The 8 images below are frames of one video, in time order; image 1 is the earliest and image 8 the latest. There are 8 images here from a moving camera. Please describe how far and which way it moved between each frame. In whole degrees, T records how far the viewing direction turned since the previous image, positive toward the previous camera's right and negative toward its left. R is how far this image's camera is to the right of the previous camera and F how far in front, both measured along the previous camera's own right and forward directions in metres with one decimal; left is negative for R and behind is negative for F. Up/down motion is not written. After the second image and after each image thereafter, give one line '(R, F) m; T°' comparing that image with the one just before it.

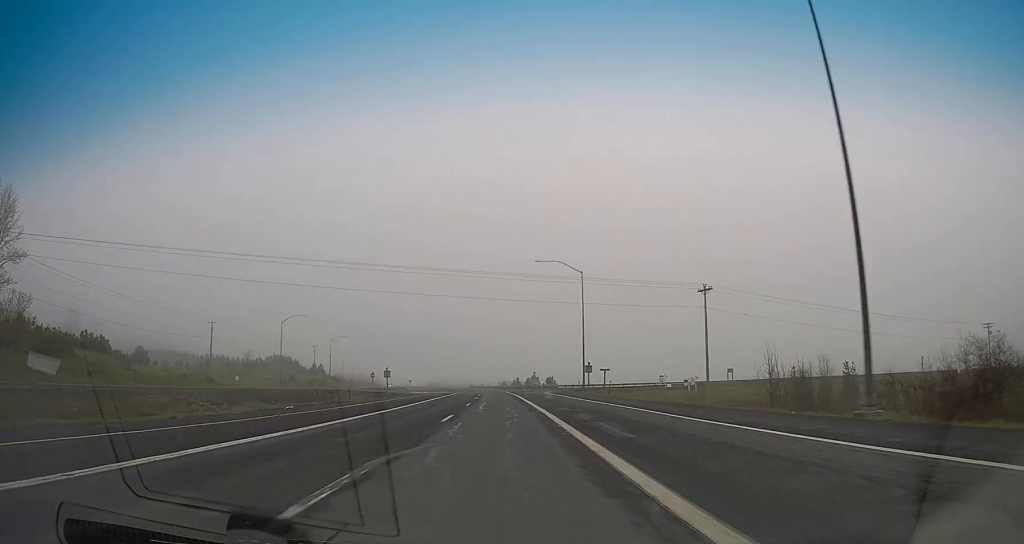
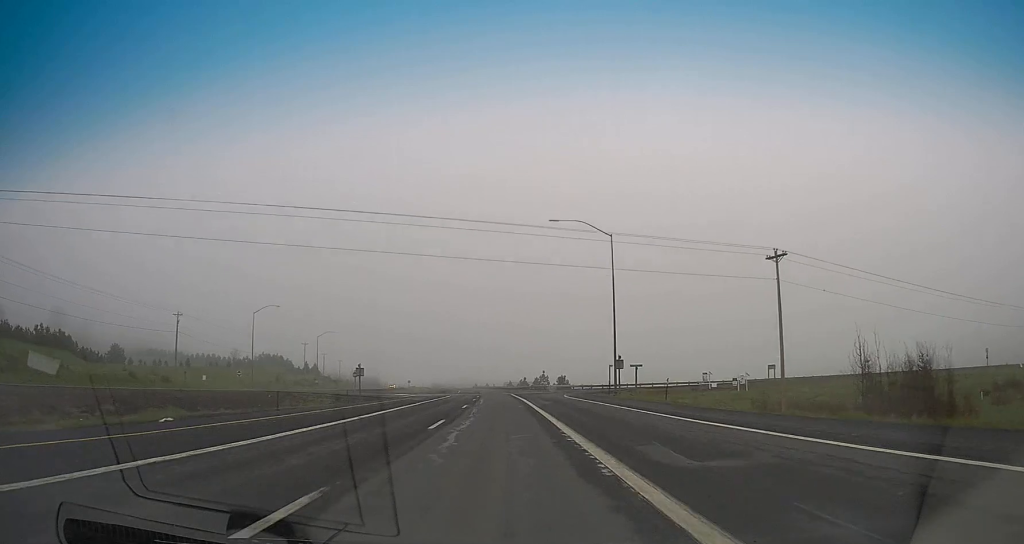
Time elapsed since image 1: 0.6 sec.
(-0.1, +18.5) m; 0°
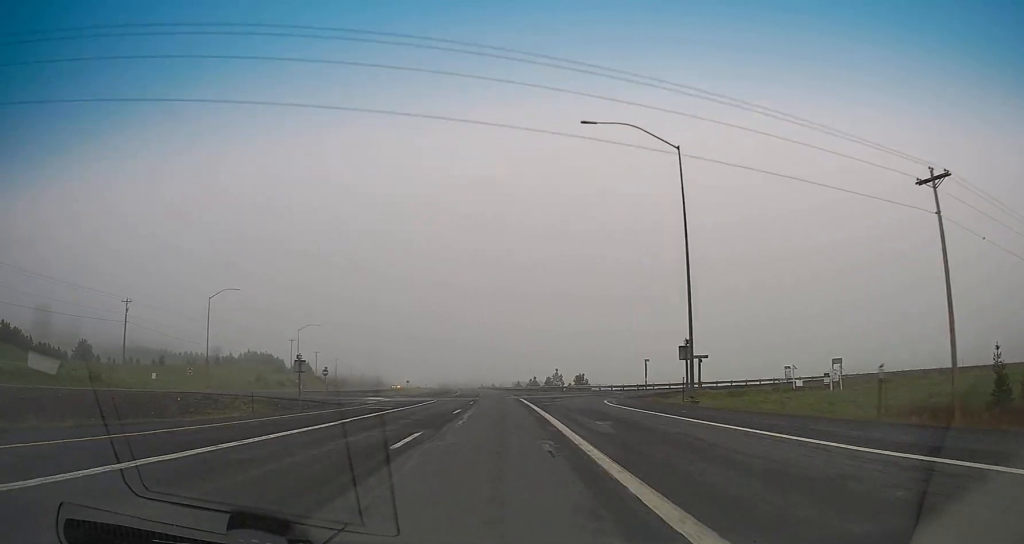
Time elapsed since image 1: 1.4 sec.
(0.0, +21.5) m; 0°
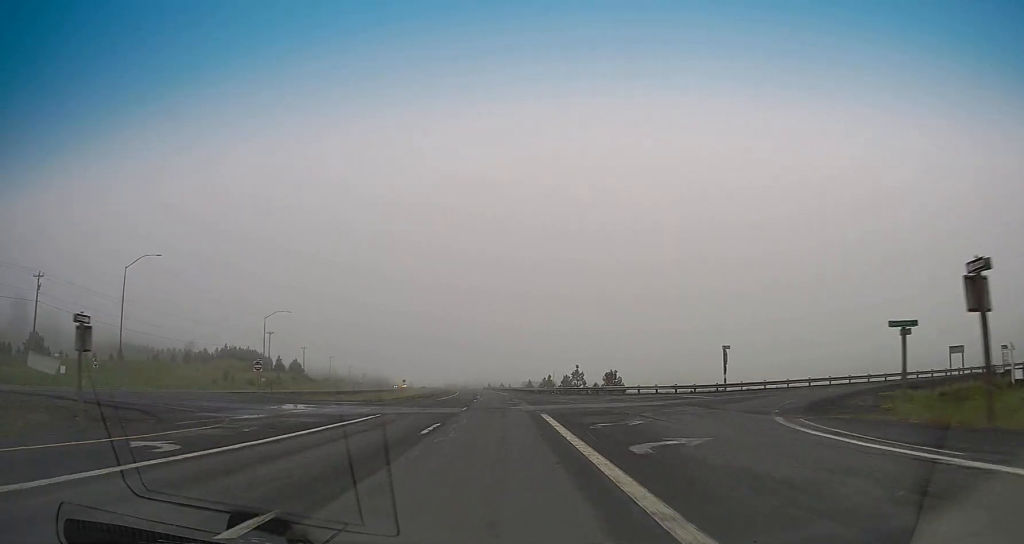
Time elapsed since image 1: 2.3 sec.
(-0.1, +26.4) m; 0°
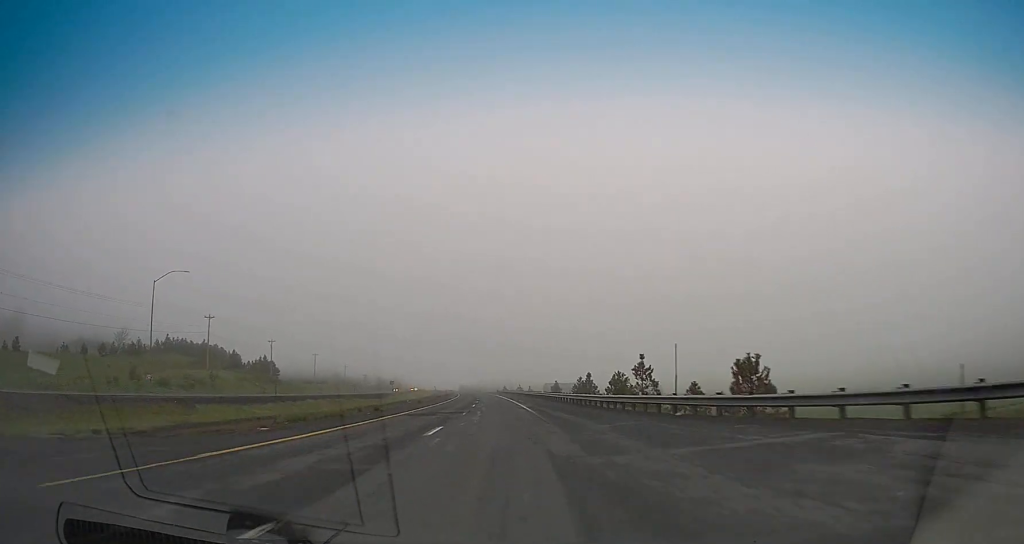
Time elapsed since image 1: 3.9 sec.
(-0.8, +47.0) m; -3°
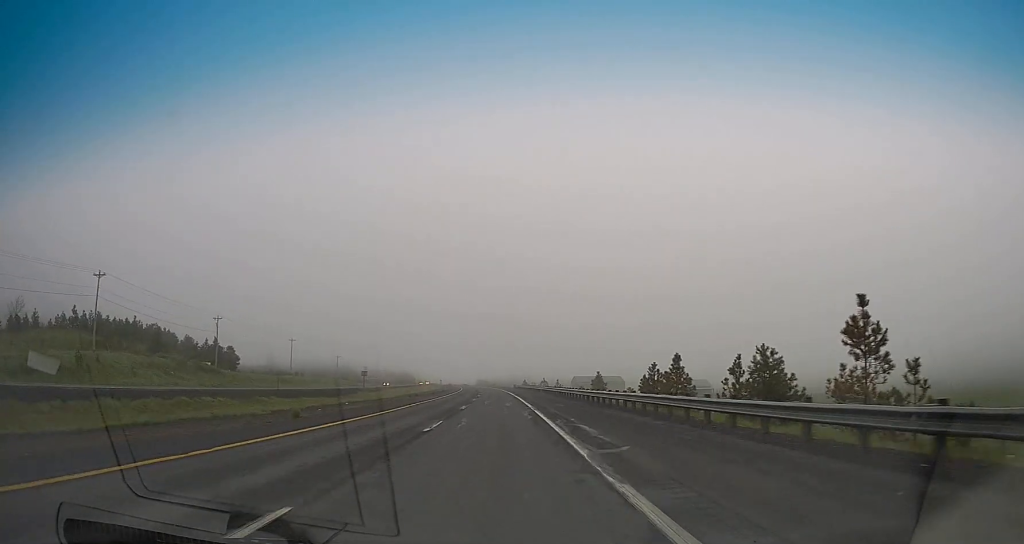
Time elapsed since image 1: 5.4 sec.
(-0.7, +45.9) m; -1°
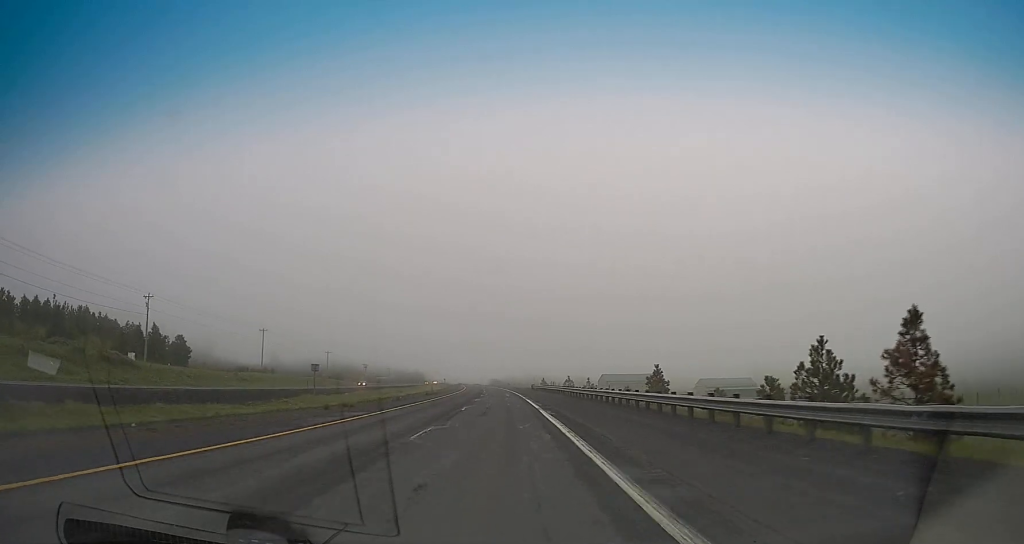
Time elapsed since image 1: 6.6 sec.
(-0.1, +34.1) m; -2°
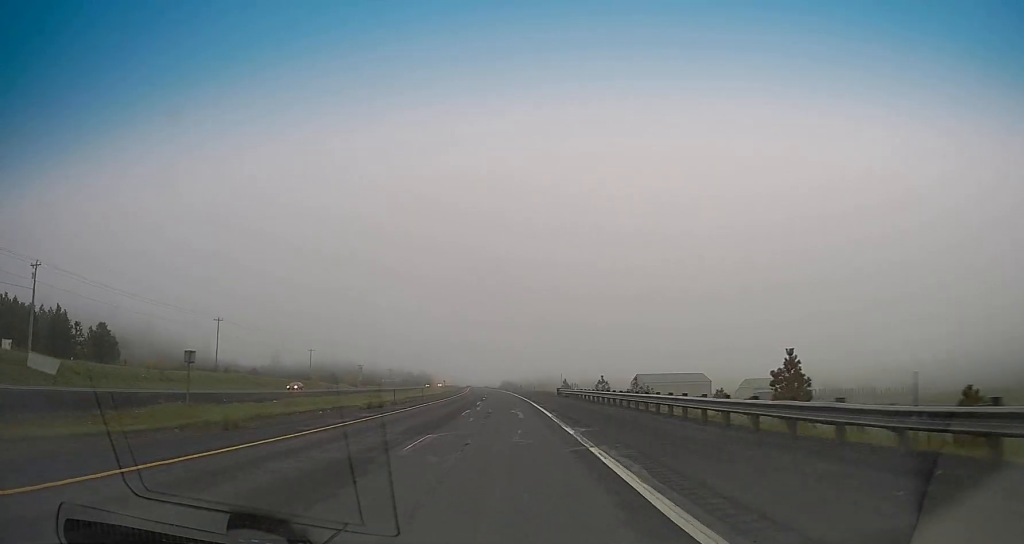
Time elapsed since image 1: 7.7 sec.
(-0.7, +33.2) m; -1°
